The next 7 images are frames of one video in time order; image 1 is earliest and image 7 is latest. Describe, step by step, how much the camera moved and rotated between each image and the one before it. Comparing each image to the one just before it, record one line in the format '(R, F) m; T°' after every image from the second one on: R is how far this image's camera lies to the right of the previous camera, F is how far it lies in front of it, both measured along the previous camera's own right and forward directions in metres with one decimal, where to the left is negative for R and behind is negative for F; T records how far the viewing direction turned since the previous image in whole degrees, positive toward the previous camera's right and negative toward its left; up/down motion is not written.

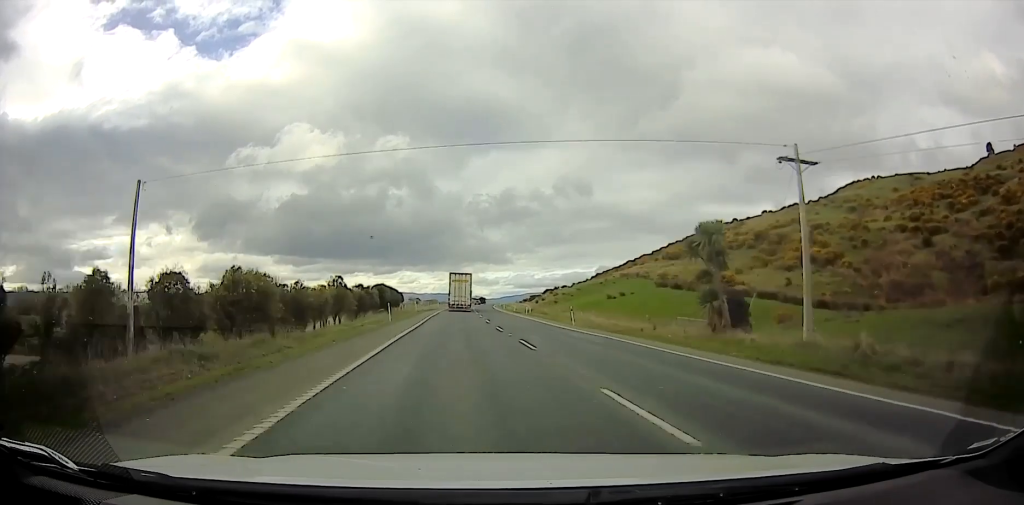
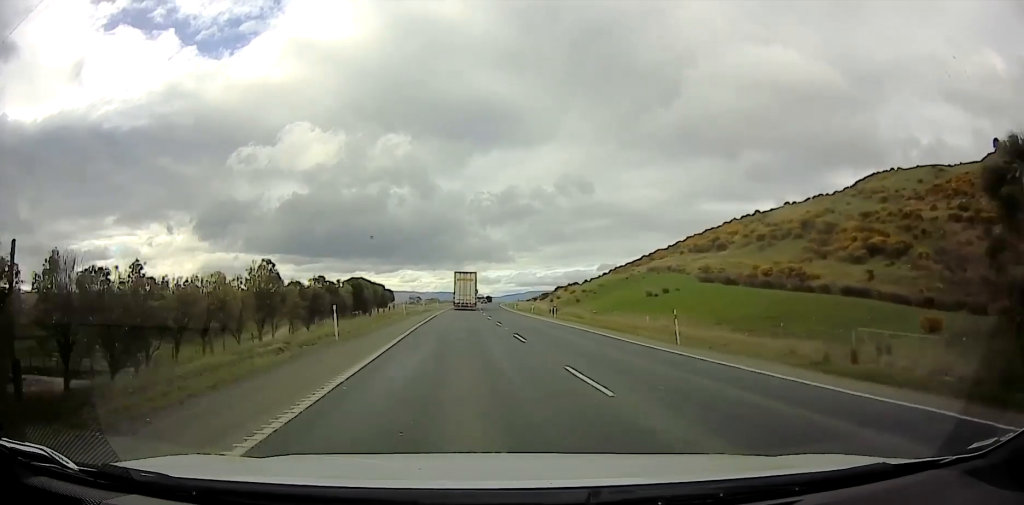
(0.0, +19.7) m; 0°
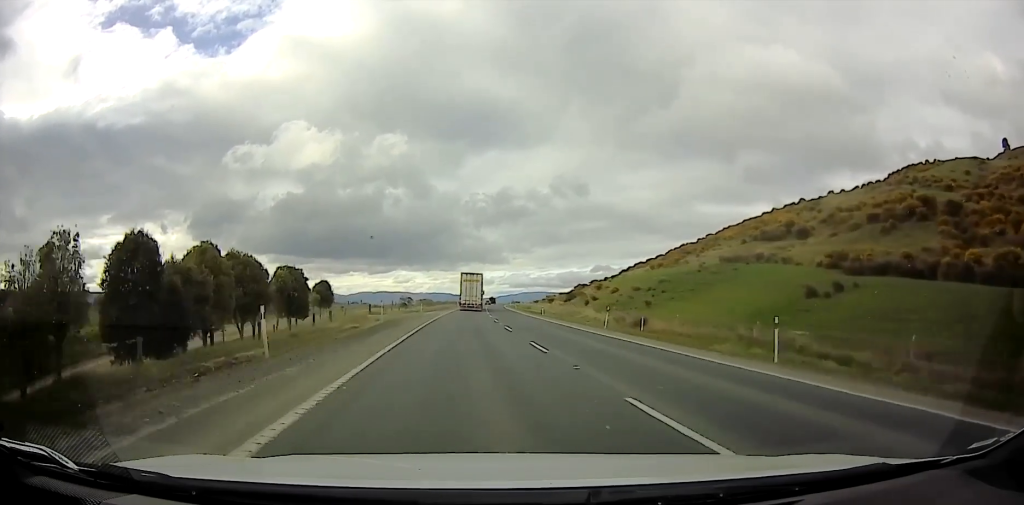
(0.0, +39.9) m; 0°
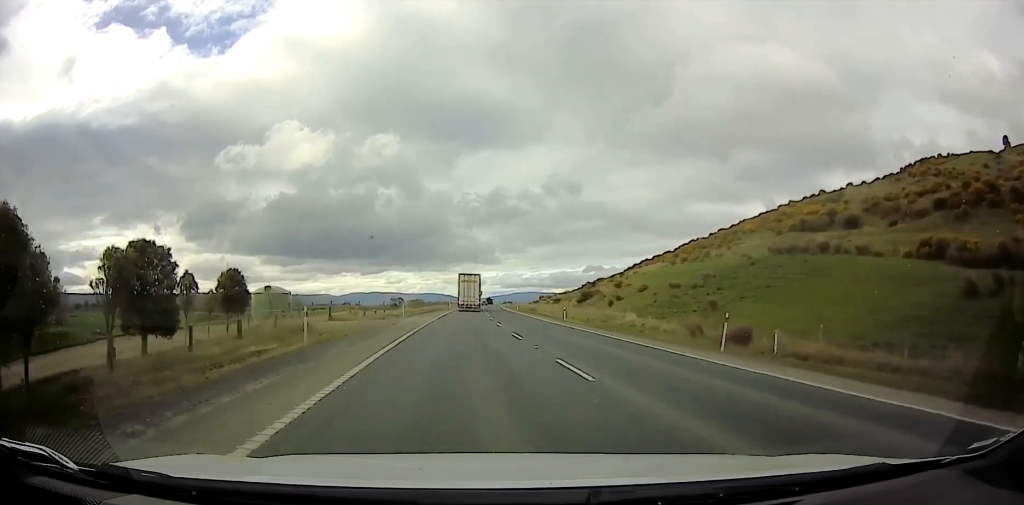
(0.0, +17.9) m; 0°
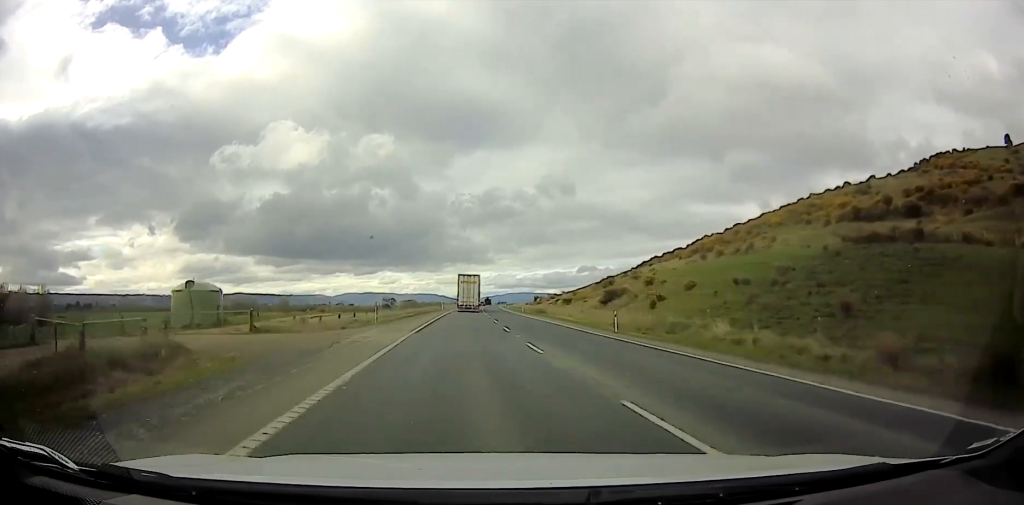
(0.0, +17.6) m; 0°
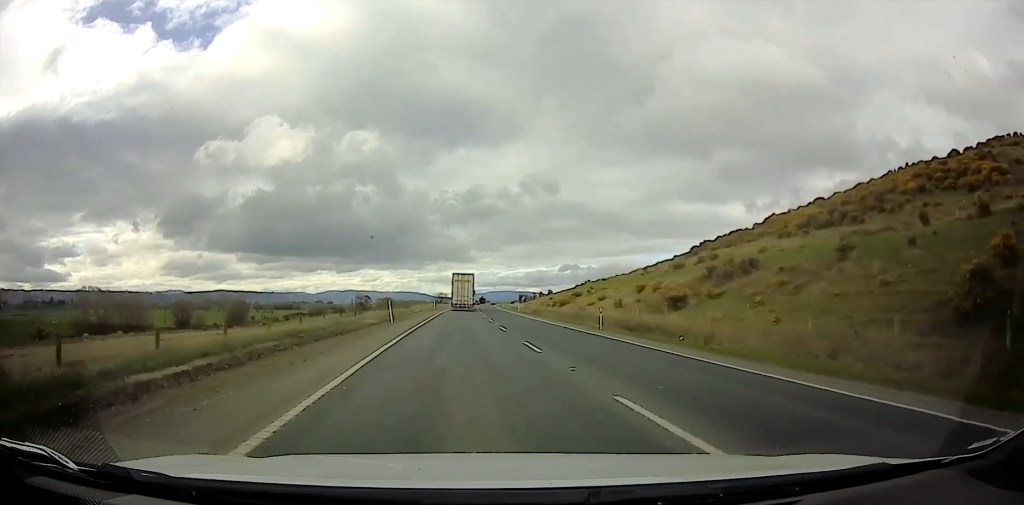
(+0.1, +53.5) m; +1°
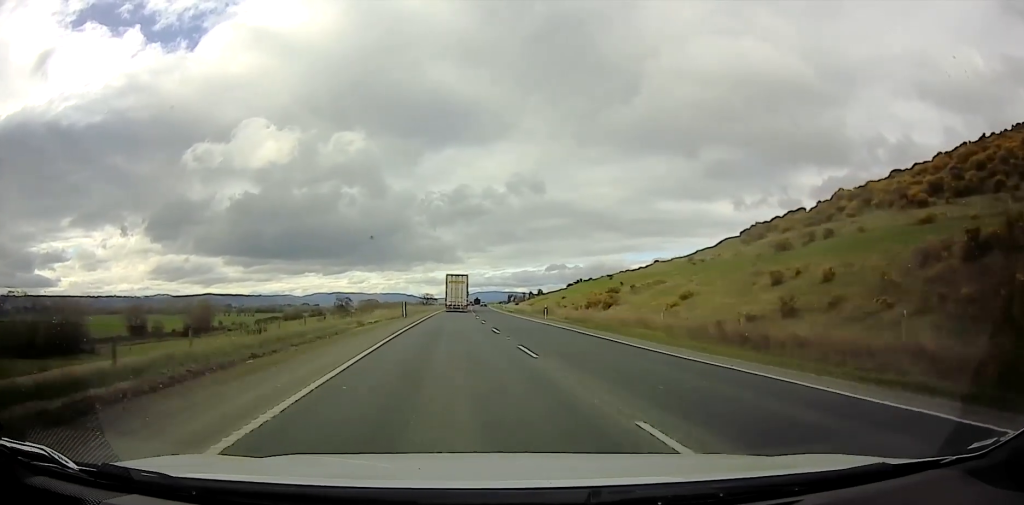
(+0.3, +29.0) m; 0°
